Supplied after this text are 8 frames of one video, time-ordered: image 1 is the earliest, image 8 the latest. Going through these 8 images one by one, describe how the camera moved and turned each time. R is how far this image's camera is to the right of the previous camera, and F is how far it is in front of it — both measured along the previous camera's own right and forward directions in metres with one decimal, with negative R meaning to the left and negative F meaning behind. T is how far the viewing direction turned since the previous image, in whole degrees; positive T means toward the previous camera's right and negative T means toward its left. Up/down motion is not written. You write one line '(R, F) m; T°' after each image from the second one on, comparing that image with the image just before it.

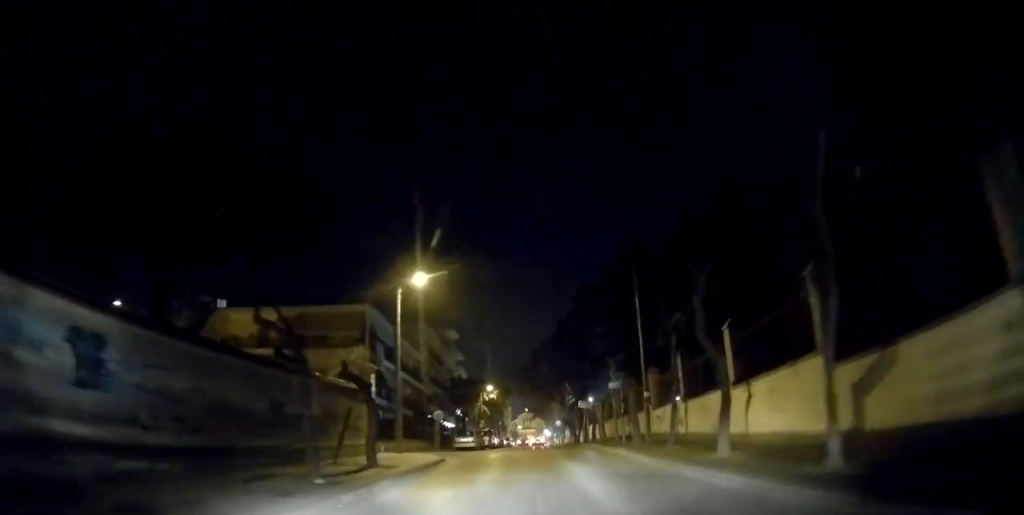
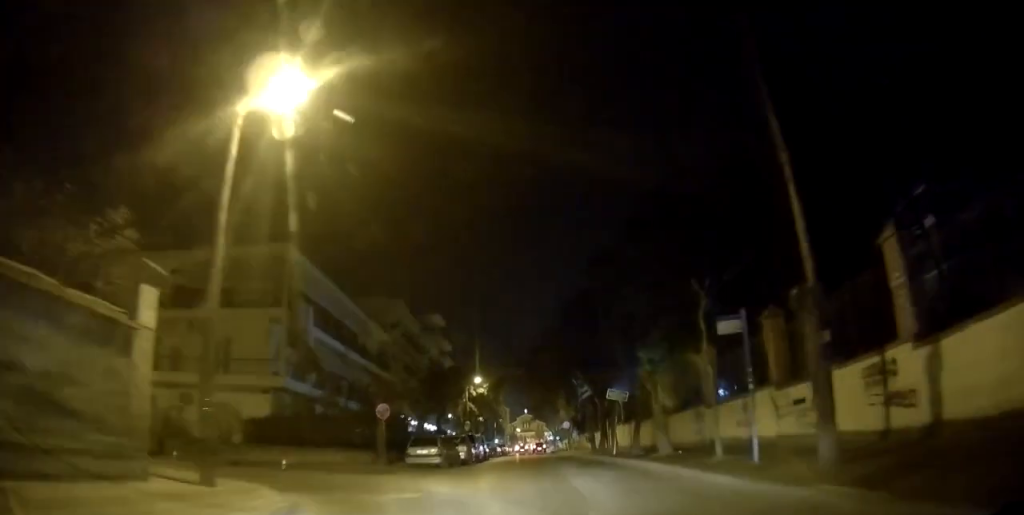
(+0.8, +14.9) m; +3°
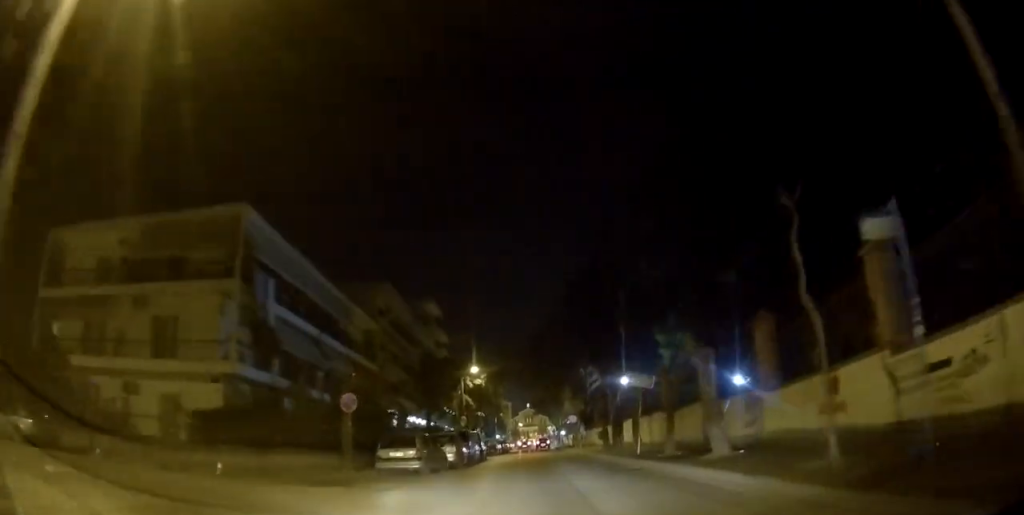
(+0.4, +5.0) m; -1°
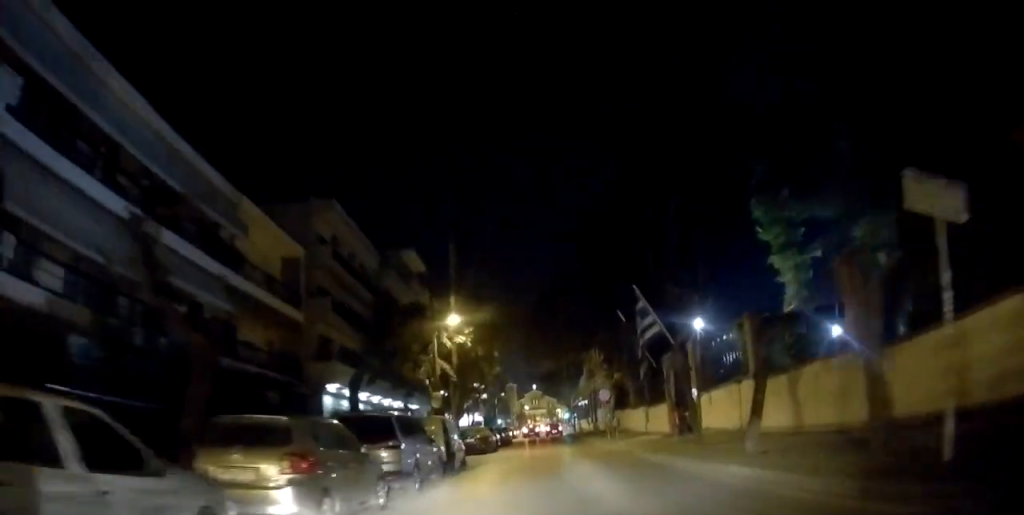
(-1.1, +15.7) m; -2°
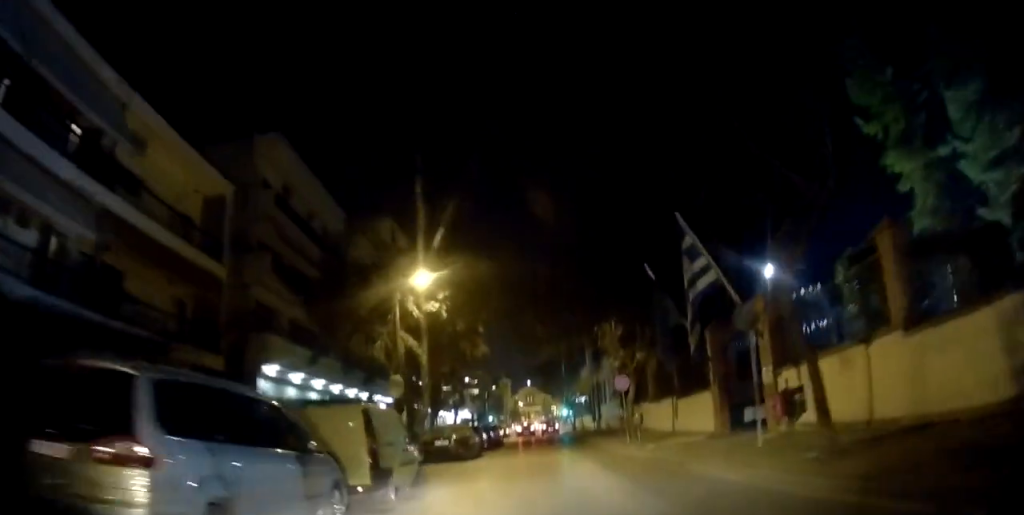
(+0.3, +7.7) m; +2°
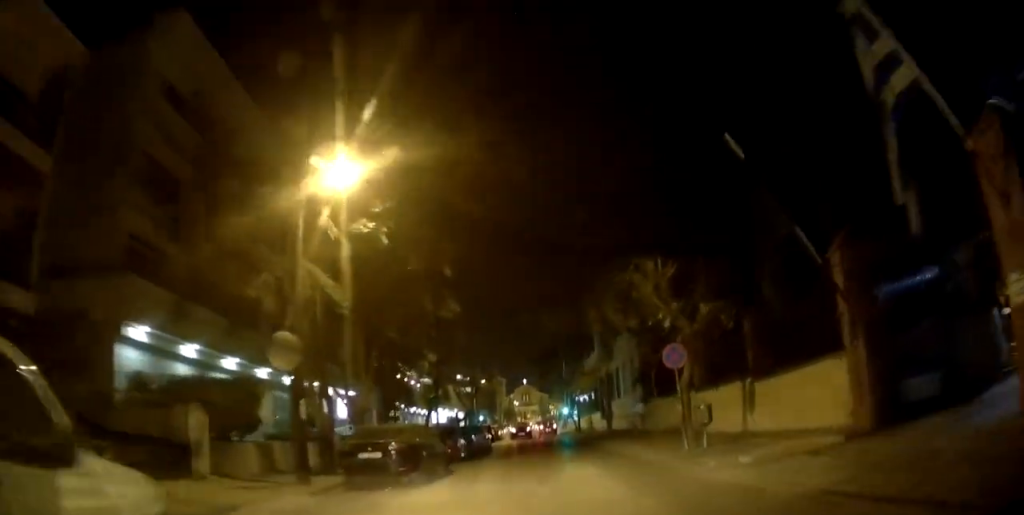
(0.0, +9.4) m; 0°
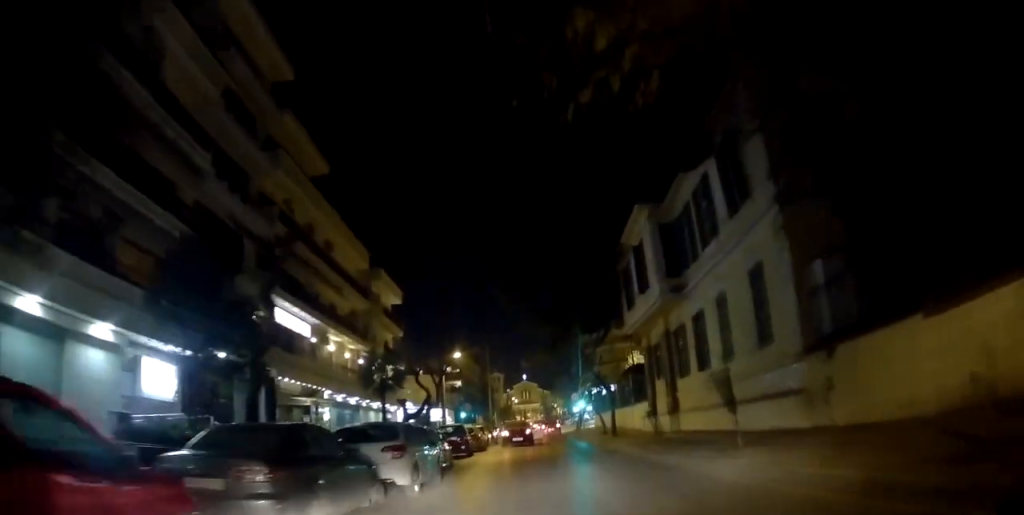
(-0.1, +19.4) m; 0°
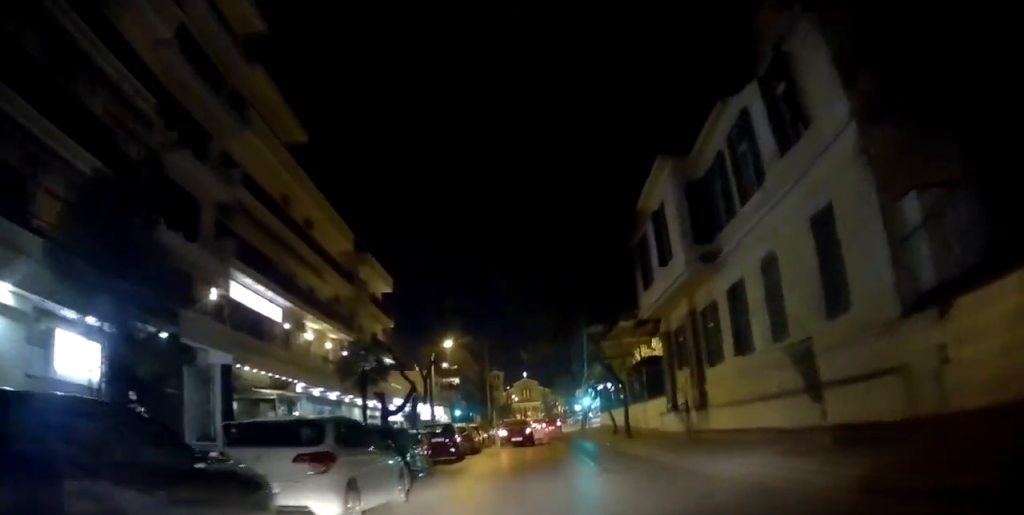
(0.0, +3.9) m; 0°
